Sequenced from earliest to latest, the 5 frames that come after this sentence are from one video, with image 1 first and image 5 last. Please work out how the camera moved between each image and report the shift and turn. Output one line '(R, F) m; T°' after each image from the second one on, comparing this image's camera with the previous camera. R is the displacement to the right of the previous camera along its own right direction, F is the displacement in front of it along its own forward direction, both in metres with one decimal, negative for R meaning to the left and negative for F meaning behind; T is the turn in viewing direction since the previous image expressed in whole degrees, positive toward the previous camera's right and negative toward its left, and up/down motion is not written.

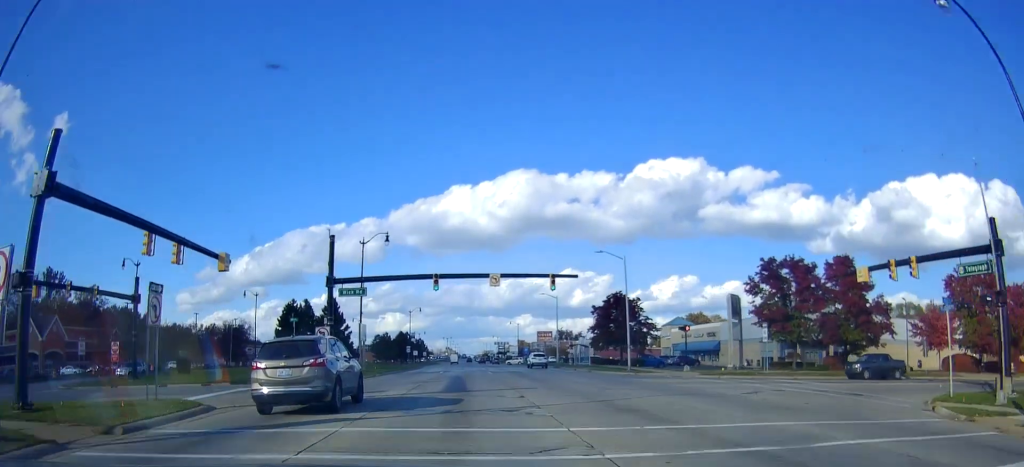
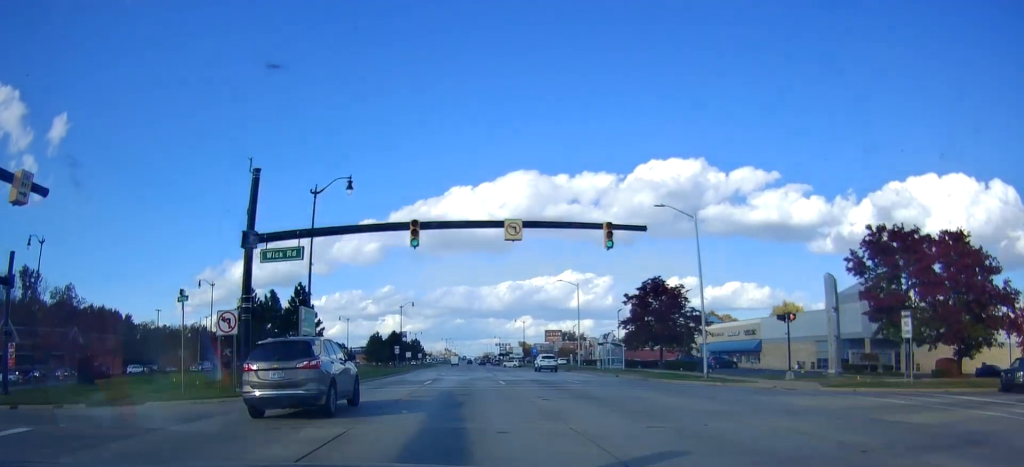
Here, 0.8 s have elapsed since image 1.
(+0.1, +15.2) m; -2°
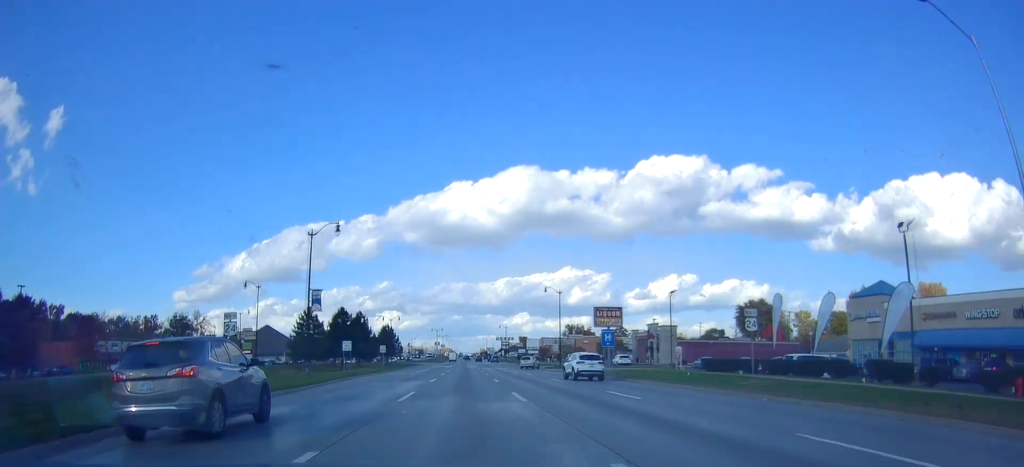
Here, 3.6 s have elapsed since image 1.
(0.0, +54.9) m; +1°
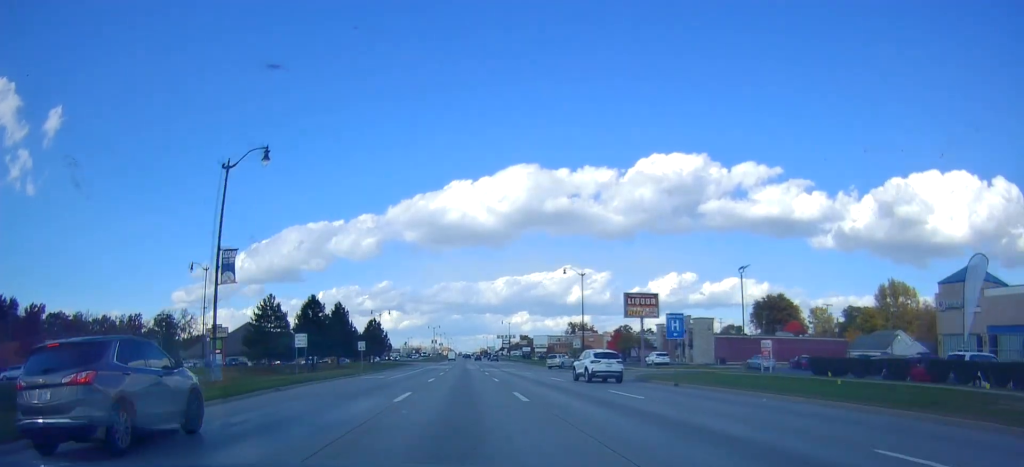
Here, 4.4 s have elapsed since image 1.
(+0.2, +15.9) m; -1°
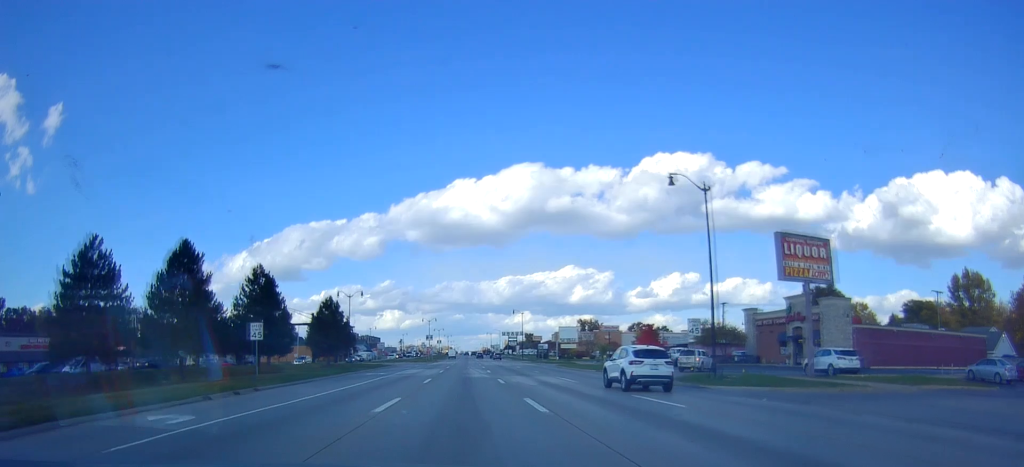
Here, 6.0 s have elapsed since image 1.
(-0.5, +33.2) m; 0°
